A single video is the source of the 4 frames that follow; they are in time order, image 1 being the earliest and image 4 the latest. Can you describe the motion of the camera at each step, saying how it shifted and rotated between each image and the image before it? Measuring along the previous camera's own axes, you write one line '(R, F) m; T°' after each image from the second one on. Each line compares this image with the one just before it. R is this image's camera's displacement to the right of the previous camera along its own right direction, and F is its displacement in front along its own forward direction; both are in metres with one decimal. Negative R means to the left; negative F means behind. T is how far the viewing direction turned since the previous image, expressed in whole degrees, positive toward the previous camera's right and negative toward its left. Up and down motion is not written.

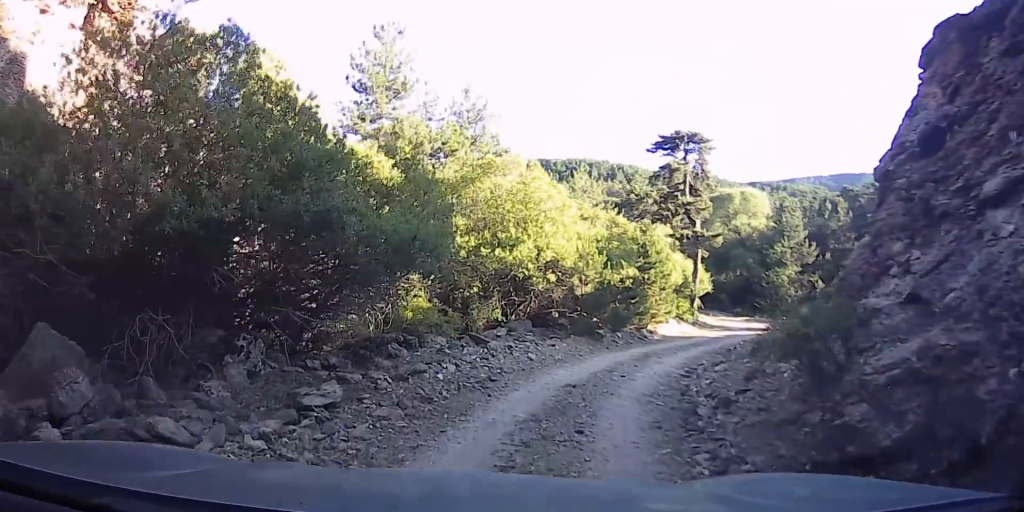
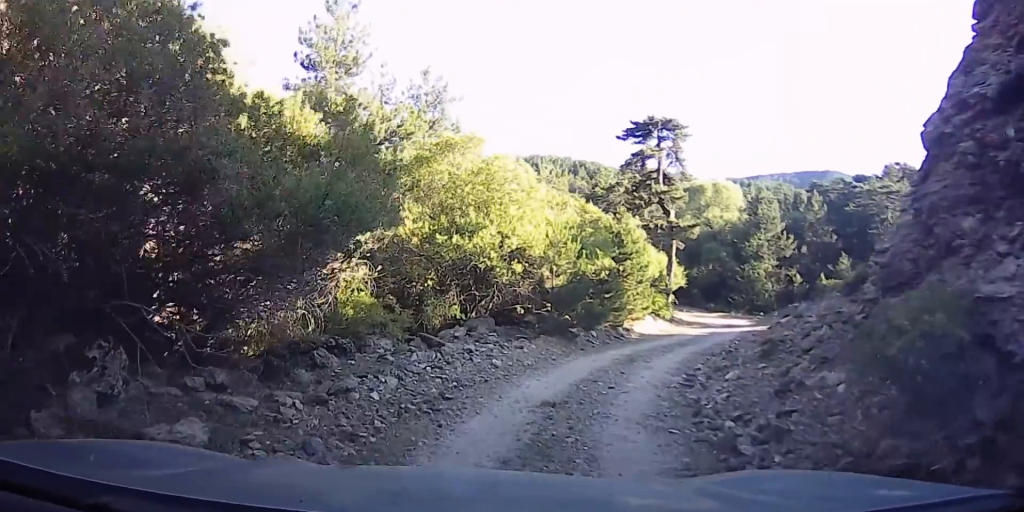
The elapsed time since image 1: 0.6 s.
(0.0, +2.2) m; 0°
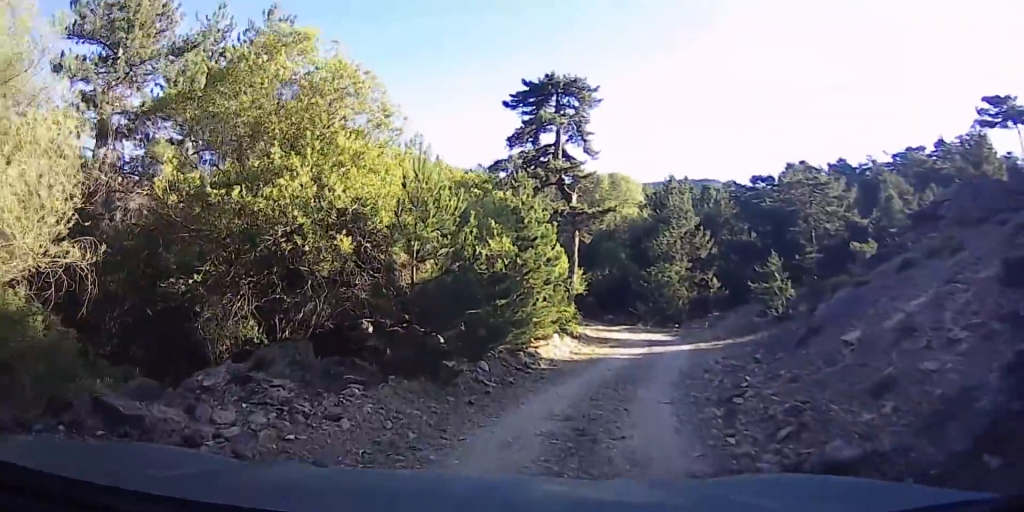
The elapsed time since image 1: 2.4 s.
(0.0, +6.8) m; +3°
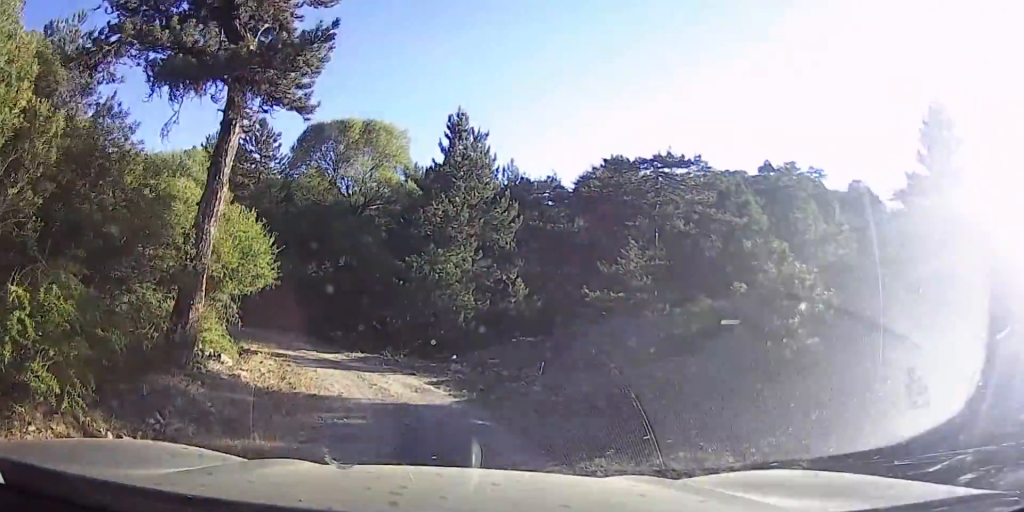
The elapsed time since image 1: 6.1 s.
(+6.0, +14.4) m; +43°
